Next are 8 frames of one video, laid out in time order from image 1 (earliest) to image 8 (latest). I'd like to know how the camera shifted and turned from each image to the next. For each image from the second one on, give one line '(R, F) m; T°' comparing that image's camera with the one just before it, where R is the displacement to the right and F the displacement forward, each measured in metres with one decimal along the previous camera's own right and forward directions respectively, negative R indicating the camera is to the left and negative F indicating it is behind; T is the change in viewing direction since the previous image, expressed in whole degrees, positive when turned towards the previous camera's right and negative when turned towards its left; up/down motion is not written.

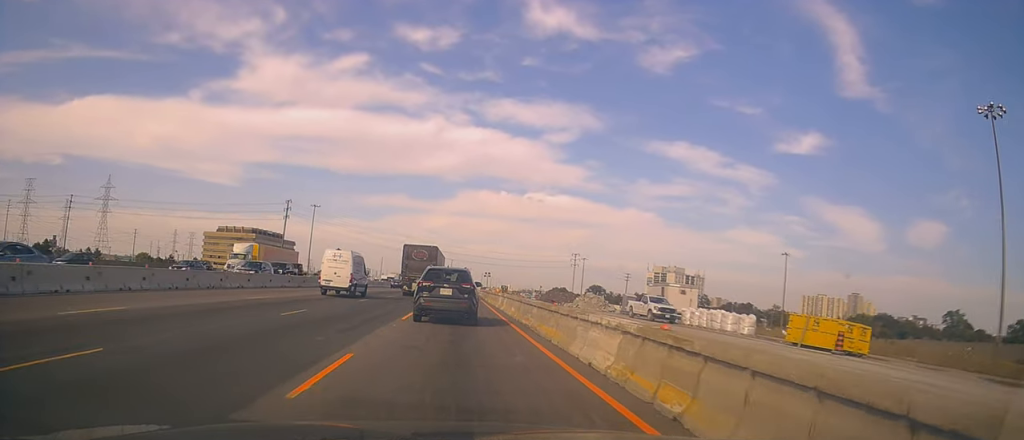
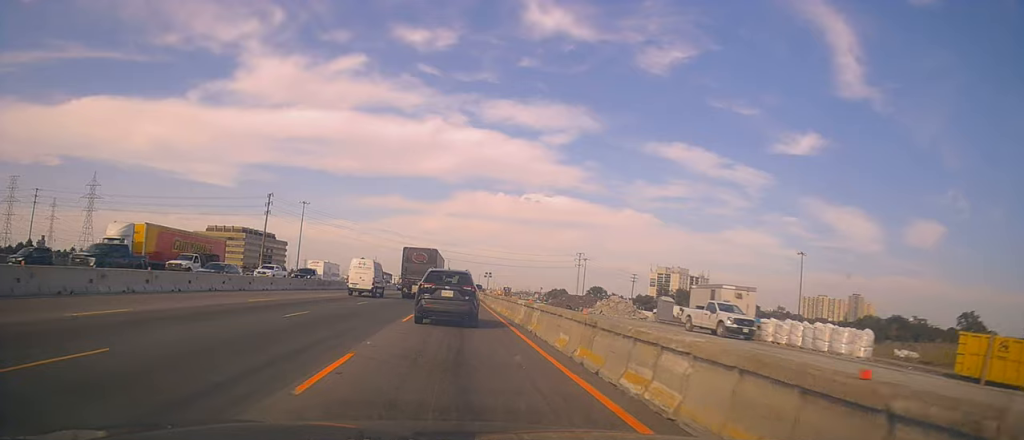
(+0.3, +12.1) m; +2°
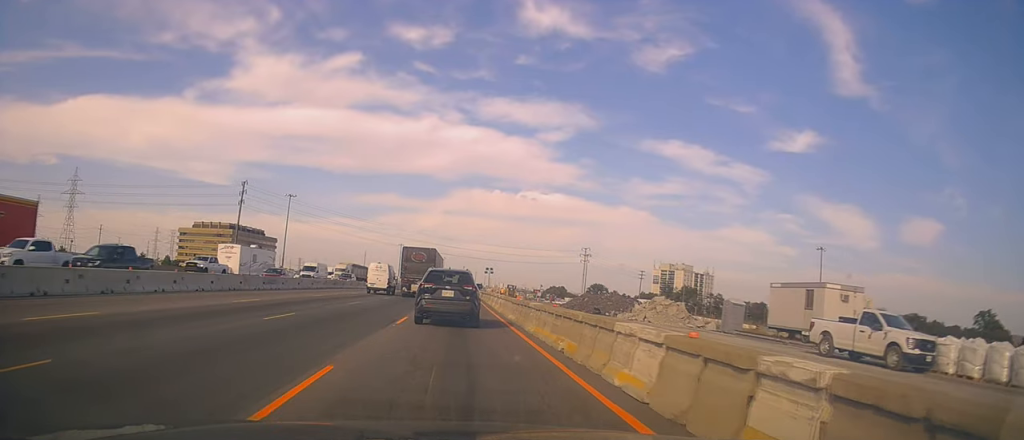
(+0.1, +13.5) m; -1°
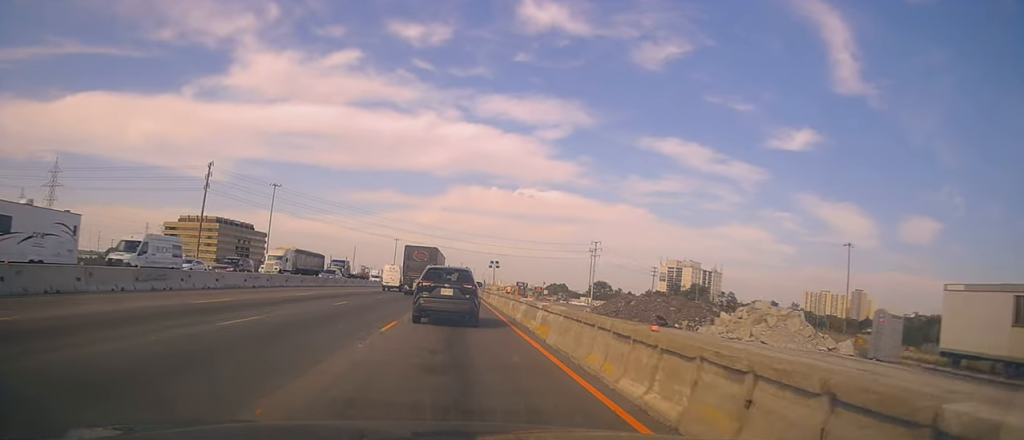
(-0.3, +15.4) m; +1°
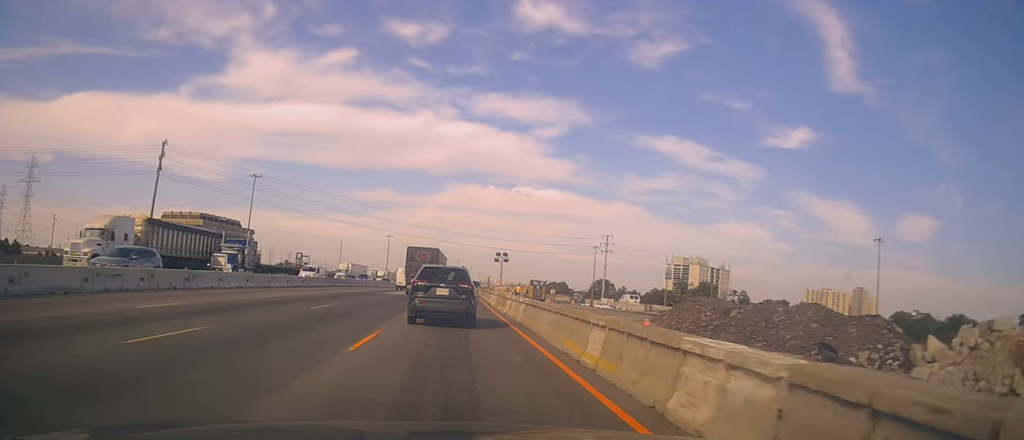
(+0.6, +15.6) m; +2°
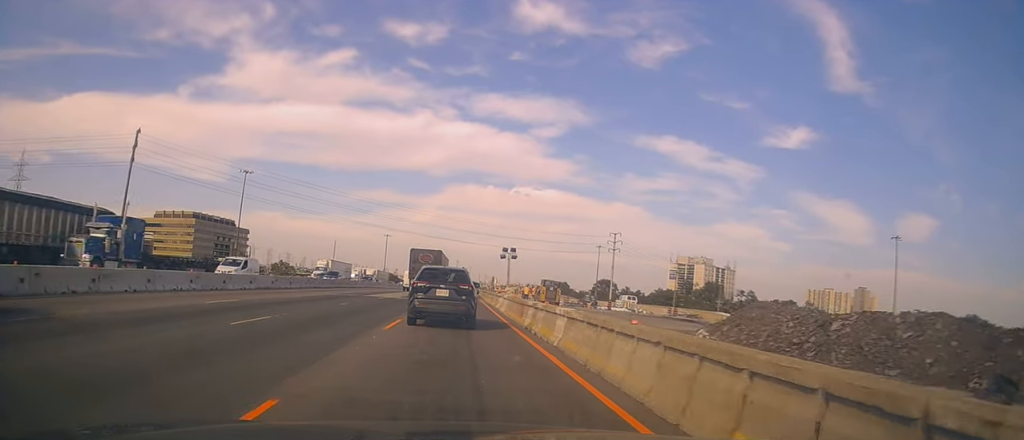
(-0.1, +7.7) m; 0°
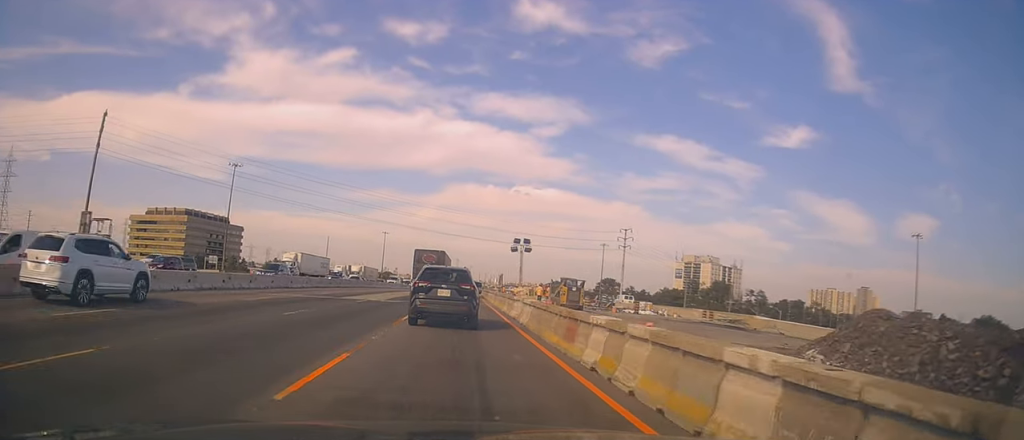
(0.0, +8.4) m; -1°
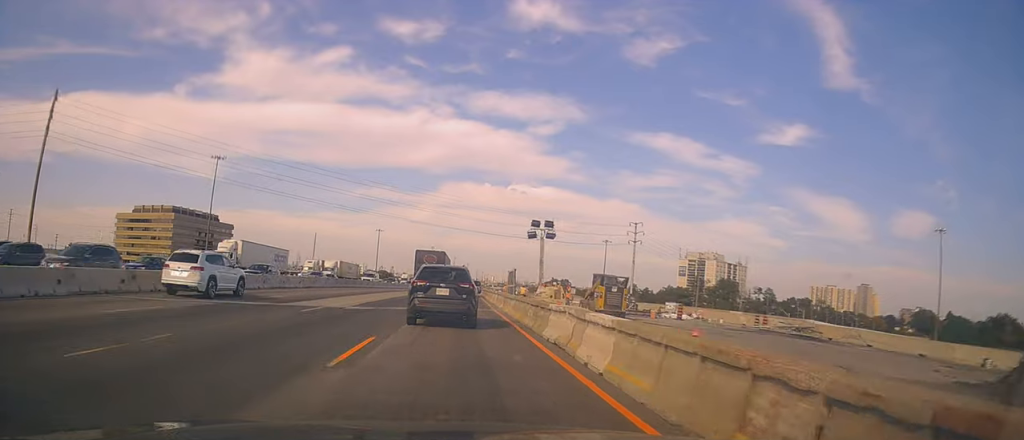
(0.0, +9.6) m; -1°
